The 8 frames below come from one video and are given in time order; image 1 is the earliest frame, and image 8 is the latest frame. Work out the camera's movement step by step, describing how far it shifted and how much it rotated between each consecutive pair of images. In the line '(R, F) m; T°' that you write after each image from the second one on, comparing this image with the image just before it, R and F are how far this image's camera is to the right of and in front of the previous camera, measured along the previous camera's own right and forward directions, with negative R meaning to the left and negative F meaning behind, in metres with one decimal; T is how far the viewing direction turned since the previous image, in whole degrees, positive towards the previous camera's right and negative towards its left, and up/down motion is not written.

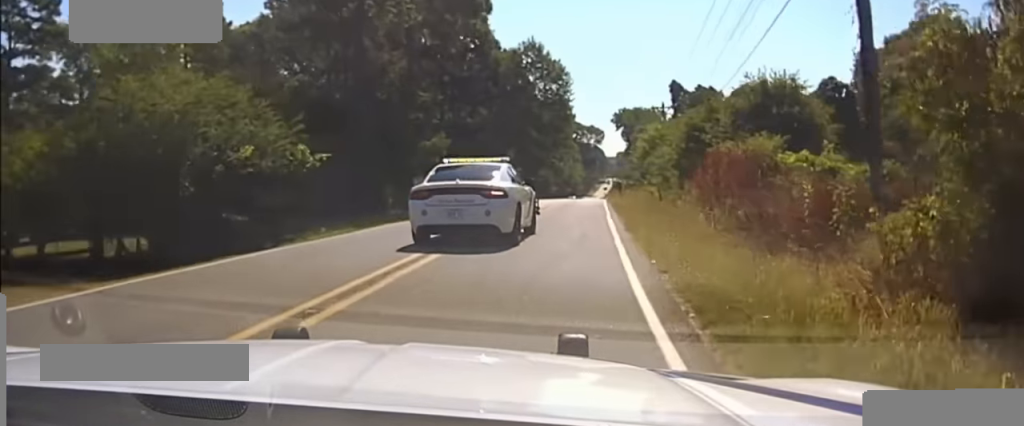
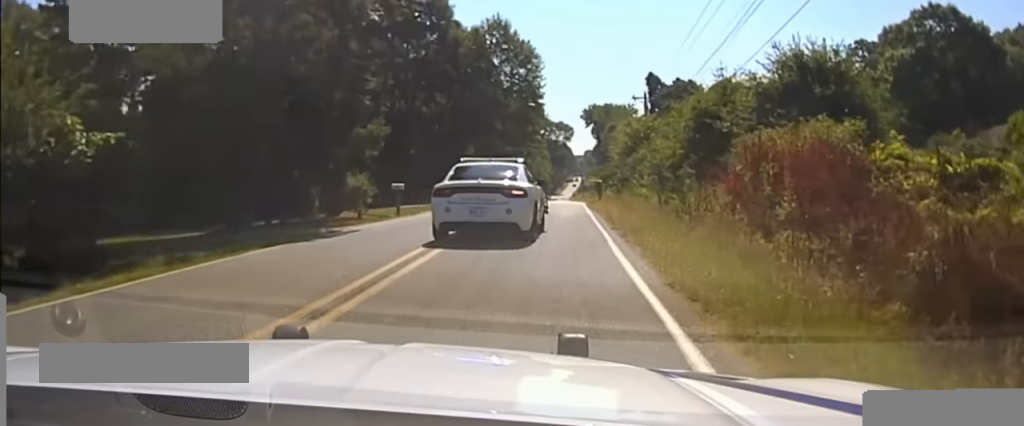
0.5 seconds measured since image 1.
(+0.2, +11.2) m; +2°
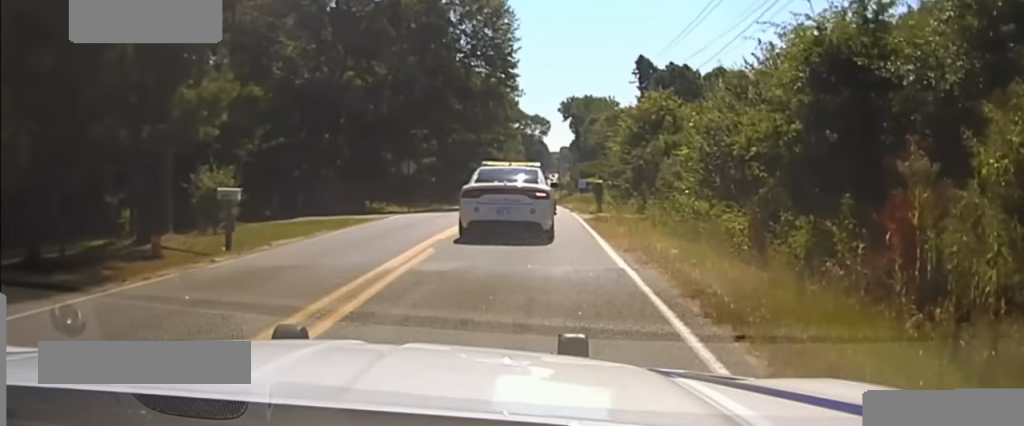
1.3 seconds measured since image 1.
(+0.4, +19.9) m; +5°
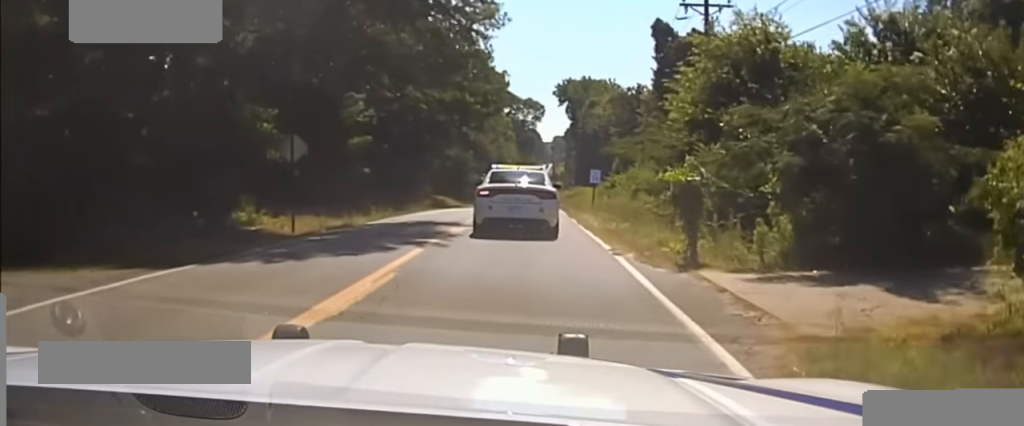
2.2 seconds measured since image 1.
(+1.4, +25.9) m; +3°
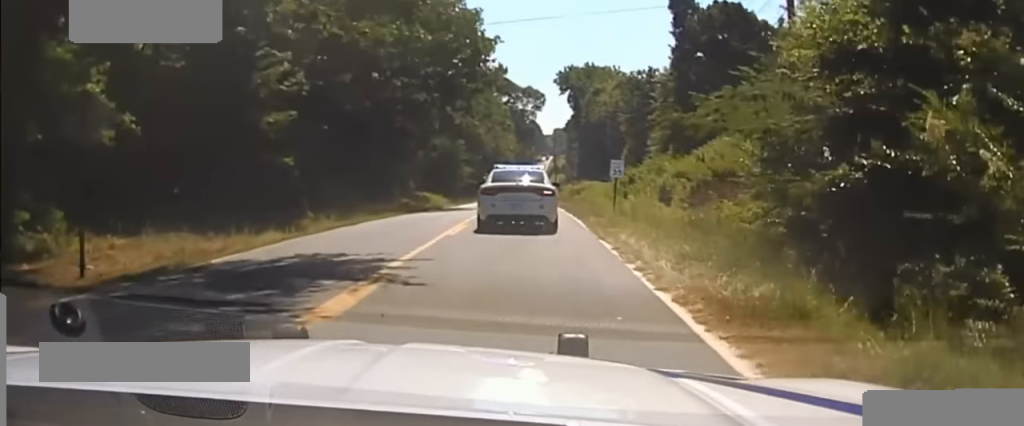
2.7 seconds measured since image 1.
(0.0, +15.3) m; 0°
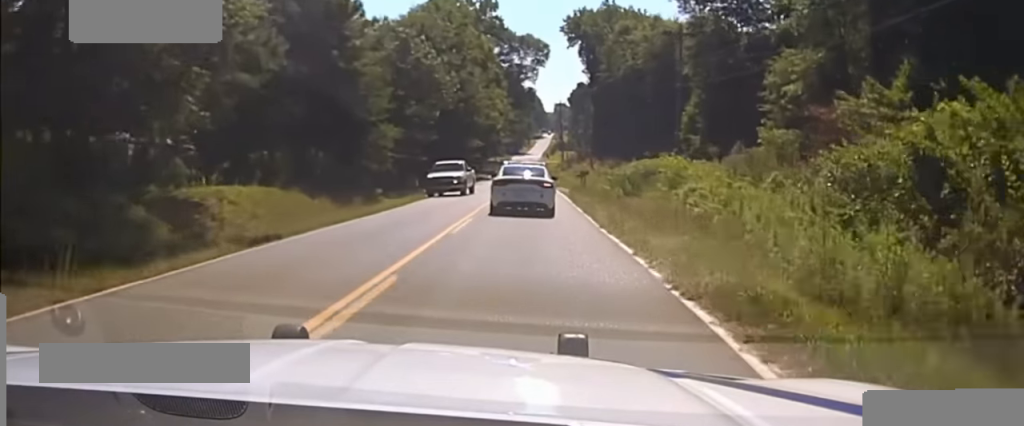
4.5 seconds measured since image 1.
(0.0, +57.3) m; 0°
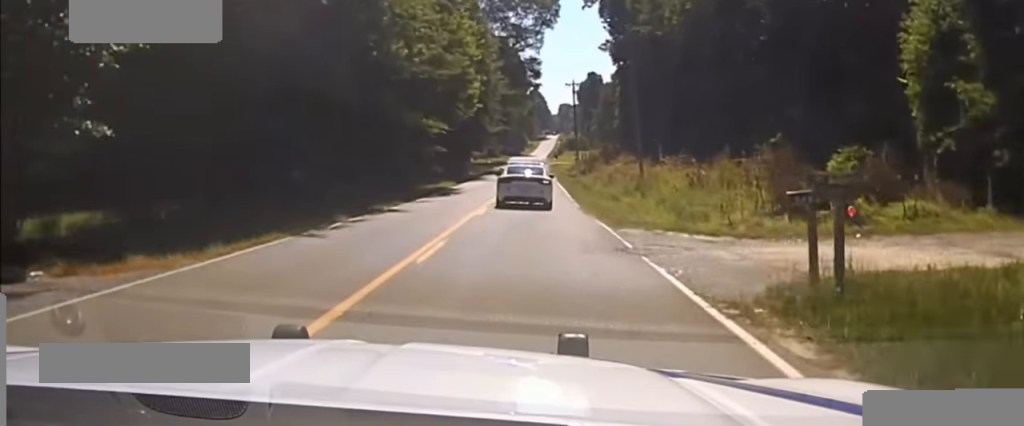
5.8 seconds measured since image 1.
(0.0, +42.4) m; 0°
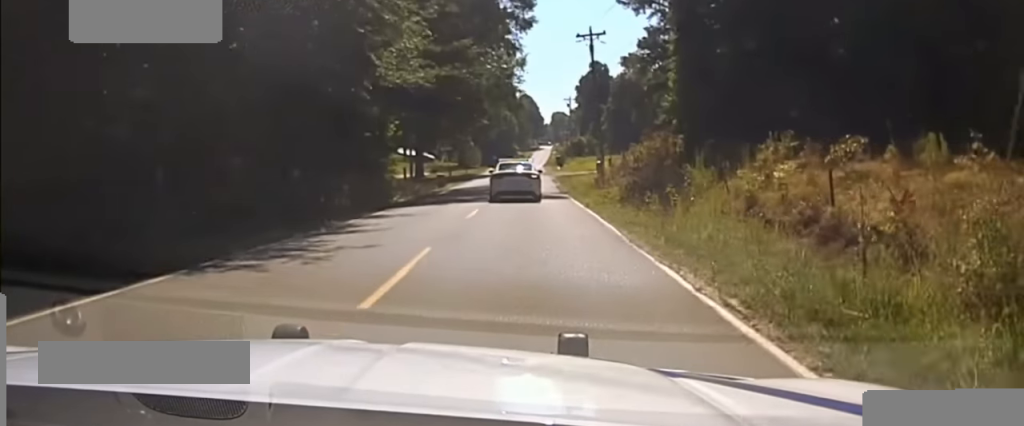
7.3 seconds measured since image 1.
(0.0, +42.6) m; 0°
